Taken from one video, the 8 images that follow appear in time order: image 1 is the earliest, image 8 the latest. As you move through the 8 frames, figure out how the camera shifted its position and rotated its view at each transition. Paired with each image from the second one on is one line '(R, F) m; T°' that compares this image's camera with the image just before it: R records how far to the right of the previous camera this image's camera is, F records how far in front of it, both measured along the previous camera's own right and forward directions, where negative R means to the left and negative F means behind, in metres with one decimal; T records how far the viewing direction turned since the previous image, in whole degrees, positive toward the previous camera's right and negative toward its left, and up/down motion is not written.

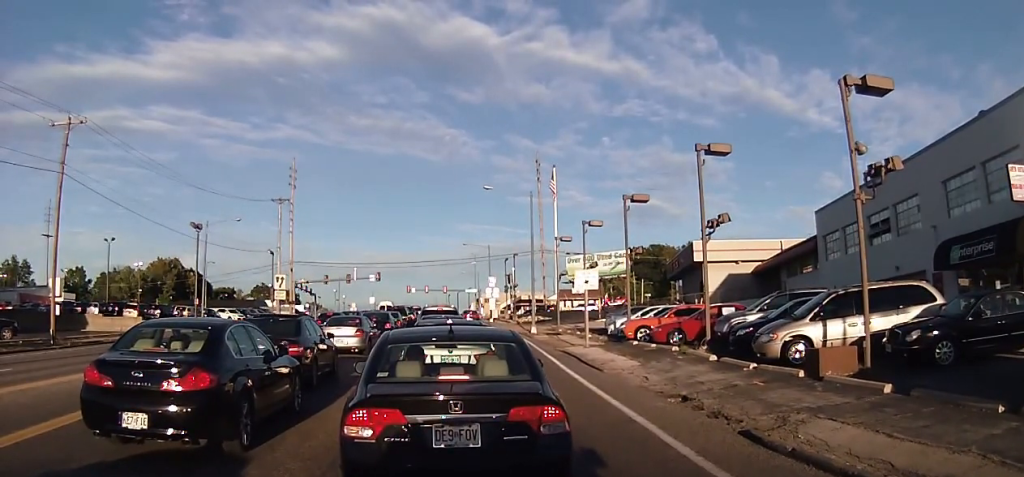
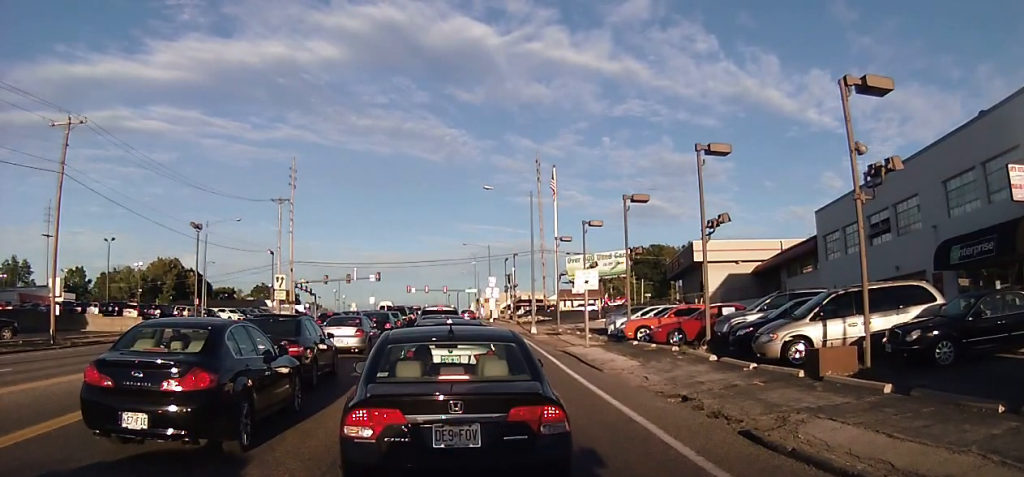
(0.0, 0.0) m; 0°
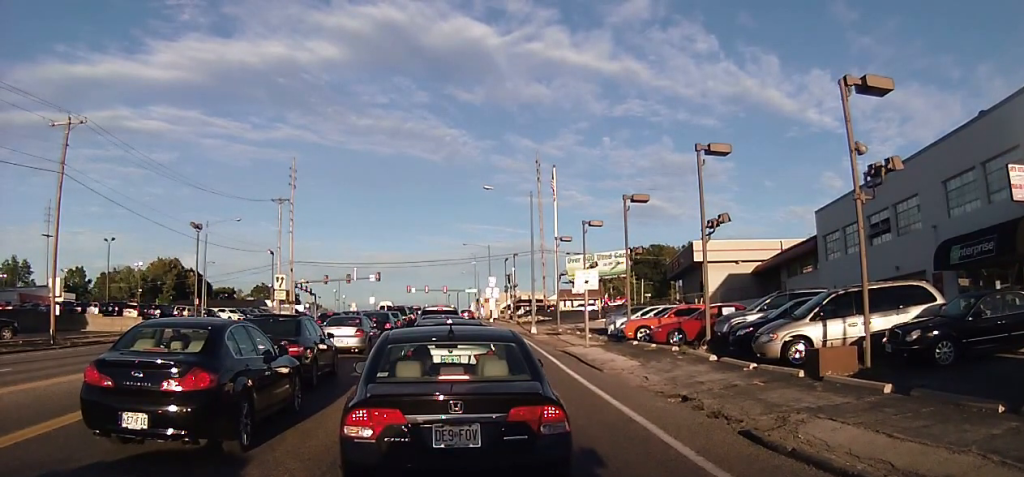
(0.0, 0.0) m; 0°
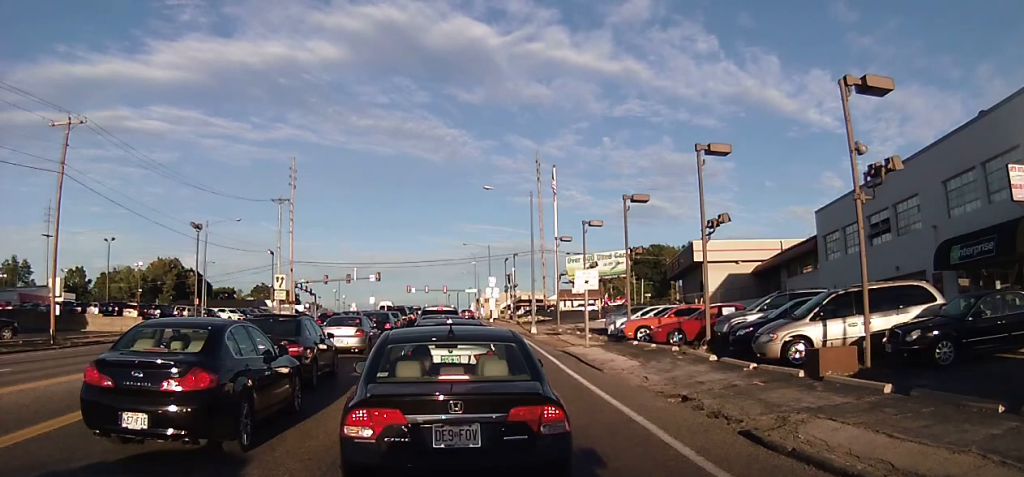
(0.0, 0.0) m; 0°
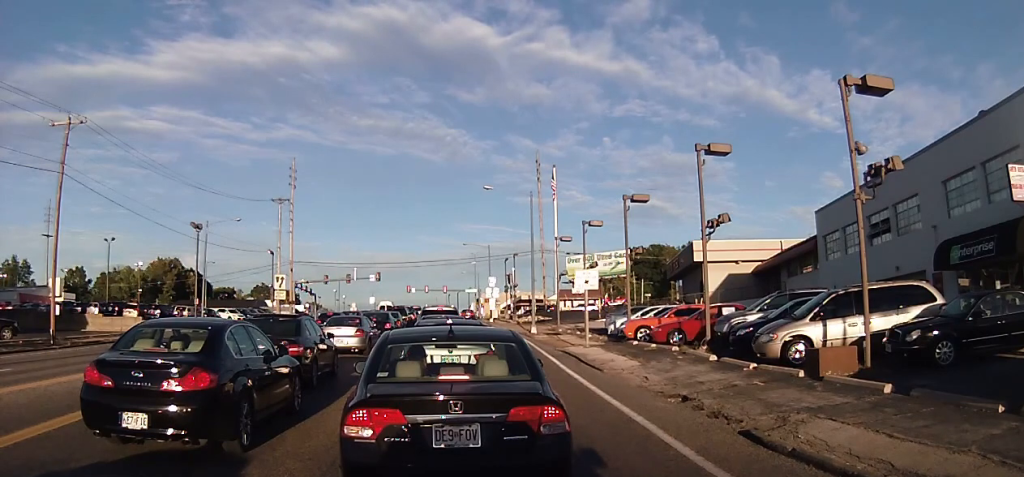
(0.0, 0.0) m; 0°
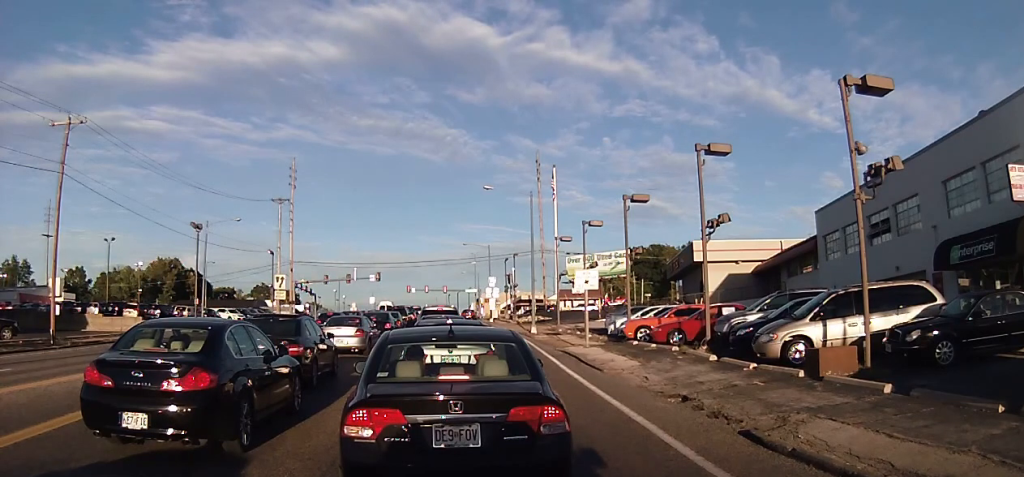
(0.0, 0.0) m; 0°
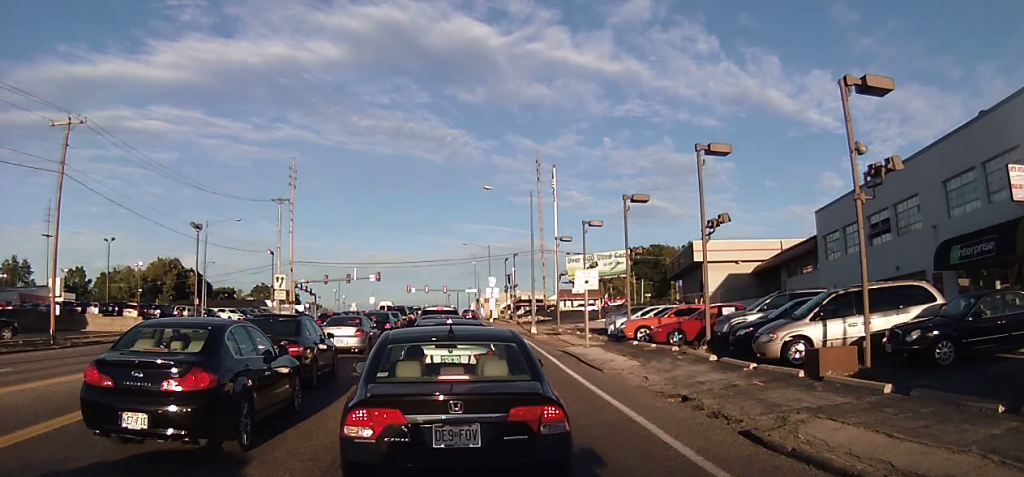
(0.0, 0.0) m; 0°
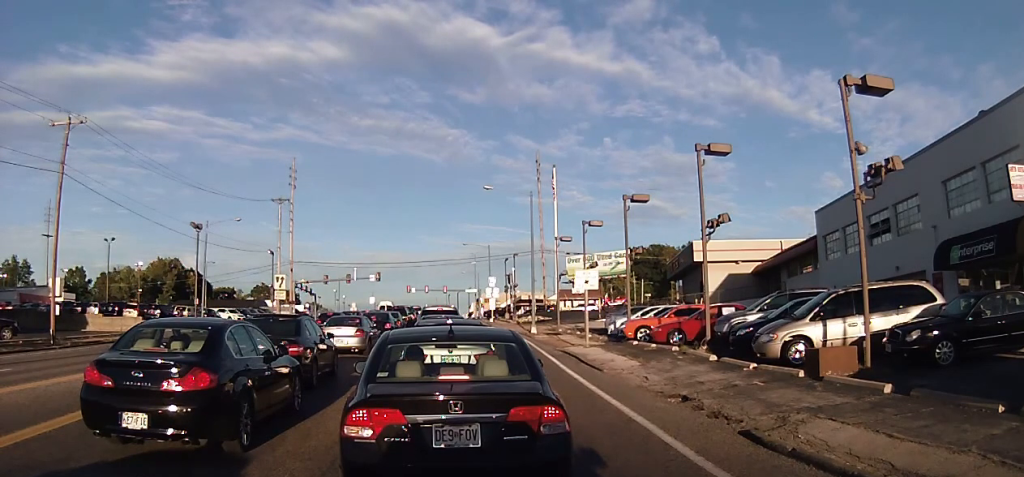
(0.0, 0.0) m; 0°
